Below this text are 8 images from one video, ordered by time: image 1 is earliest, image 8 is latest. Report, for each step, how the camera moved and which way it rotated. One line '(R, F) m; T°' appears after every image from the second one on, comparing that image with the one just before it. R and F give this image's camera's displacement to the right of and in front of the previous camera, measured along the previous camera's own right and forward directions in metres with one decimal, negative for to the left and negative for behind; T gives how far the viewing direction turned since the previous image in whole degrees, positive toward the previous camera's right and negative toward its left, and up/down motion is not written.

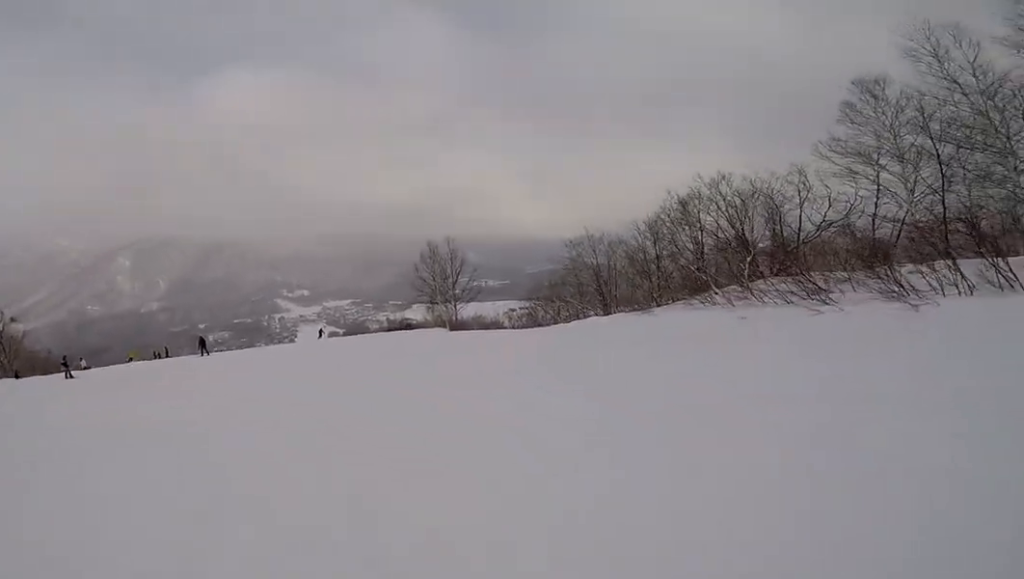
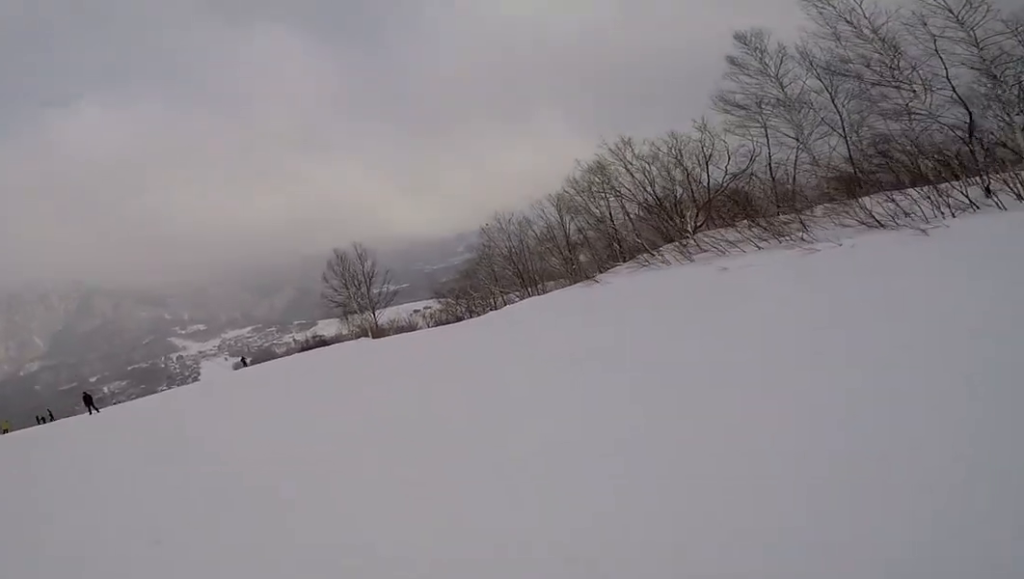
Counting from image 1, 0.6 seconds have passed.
(+0.8, +3.2) m; +6°
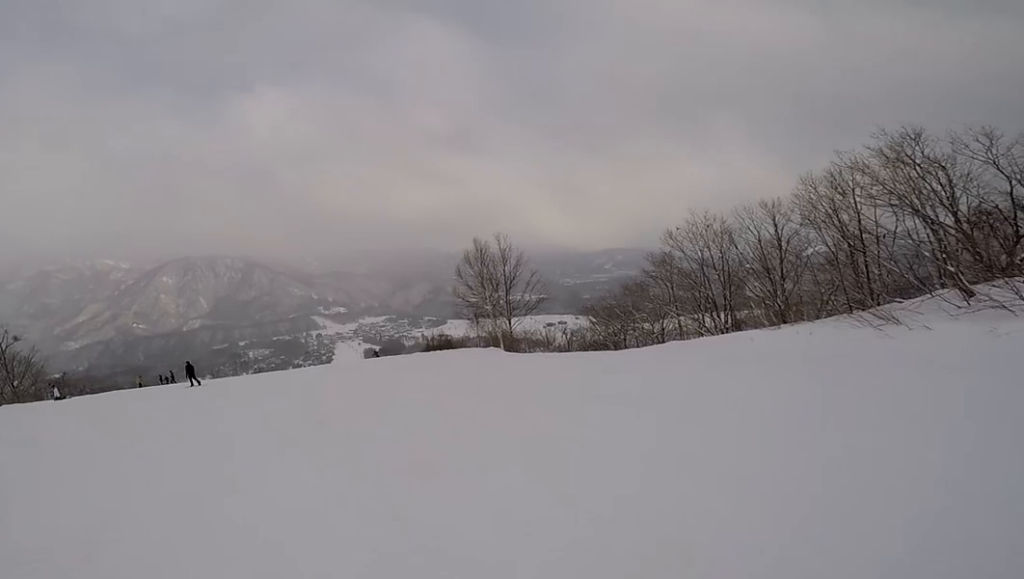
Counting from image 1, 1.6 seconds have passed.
(-0.7, +5.4) m; -18°
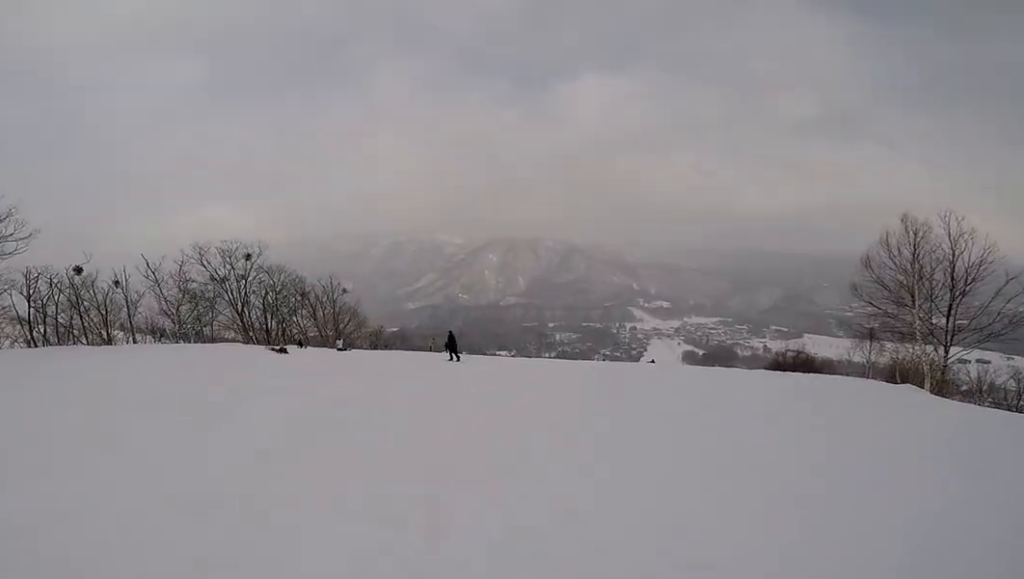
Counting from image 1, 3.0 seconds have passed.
(-1.2, +6.8) m; -12°
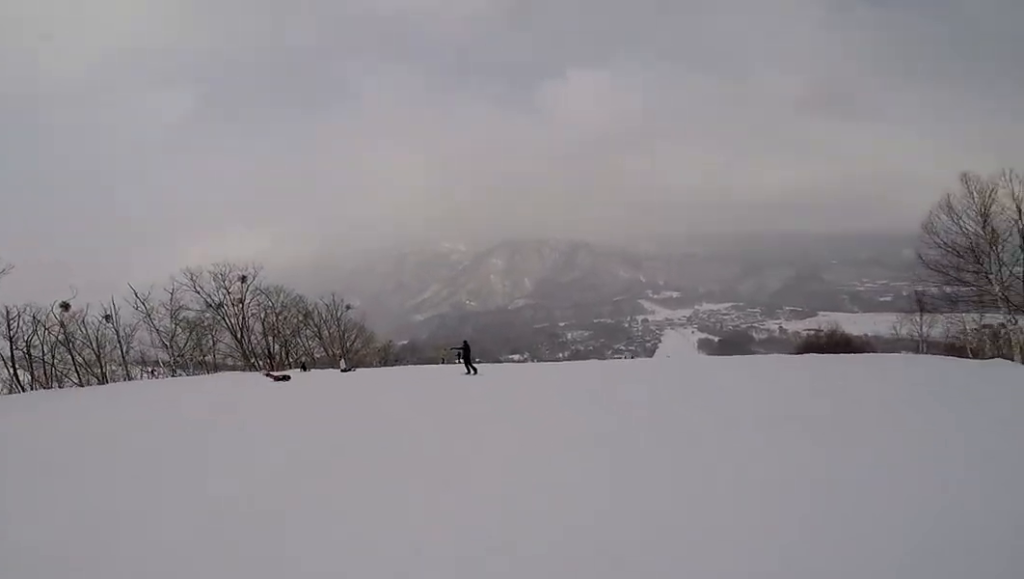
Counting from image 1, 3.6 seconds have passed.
(+0.1, +3.0) m; -4°
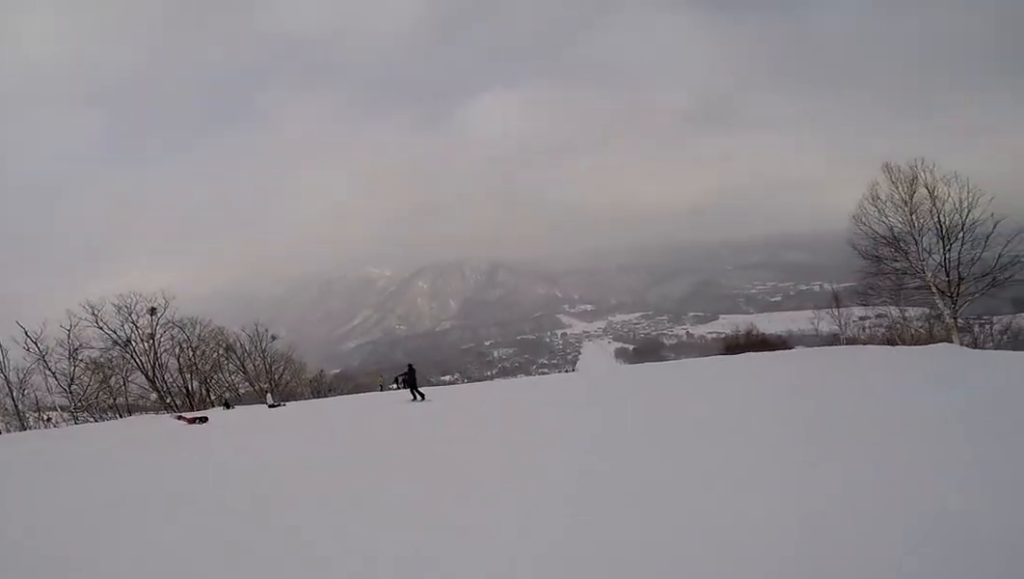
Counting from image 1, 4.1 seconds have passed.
(-0.2, +2.1) m; +7°
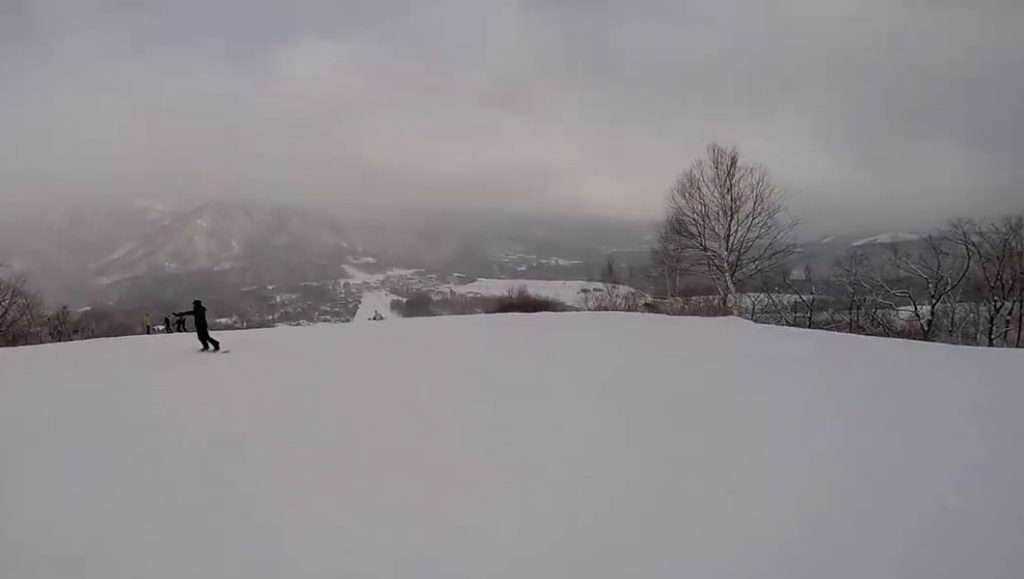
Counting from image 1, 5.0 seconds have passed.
(+0.2, +3.4) m; +22°
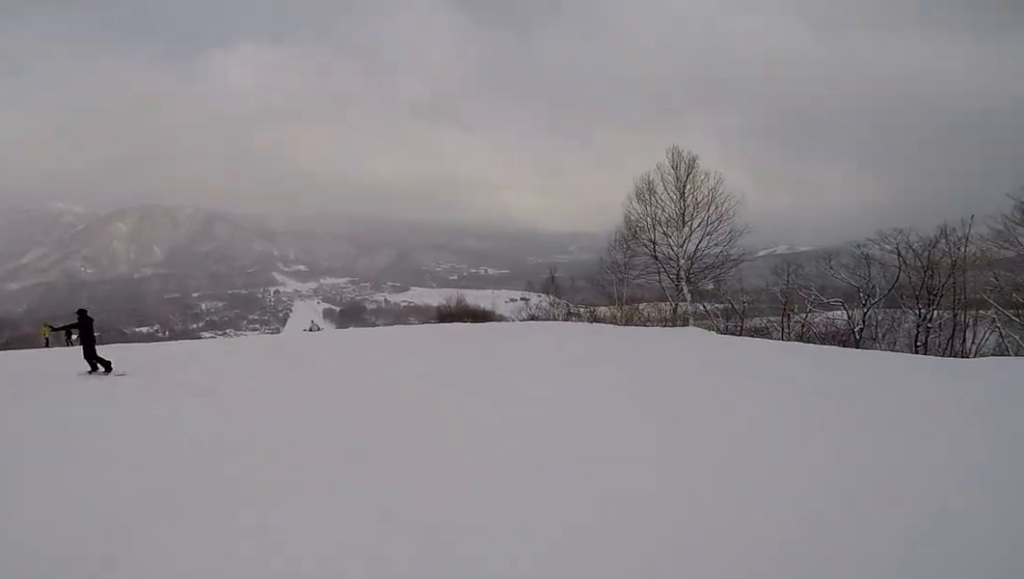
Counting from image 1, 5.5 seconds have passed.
(+0.3, +2.0) m; +17°
